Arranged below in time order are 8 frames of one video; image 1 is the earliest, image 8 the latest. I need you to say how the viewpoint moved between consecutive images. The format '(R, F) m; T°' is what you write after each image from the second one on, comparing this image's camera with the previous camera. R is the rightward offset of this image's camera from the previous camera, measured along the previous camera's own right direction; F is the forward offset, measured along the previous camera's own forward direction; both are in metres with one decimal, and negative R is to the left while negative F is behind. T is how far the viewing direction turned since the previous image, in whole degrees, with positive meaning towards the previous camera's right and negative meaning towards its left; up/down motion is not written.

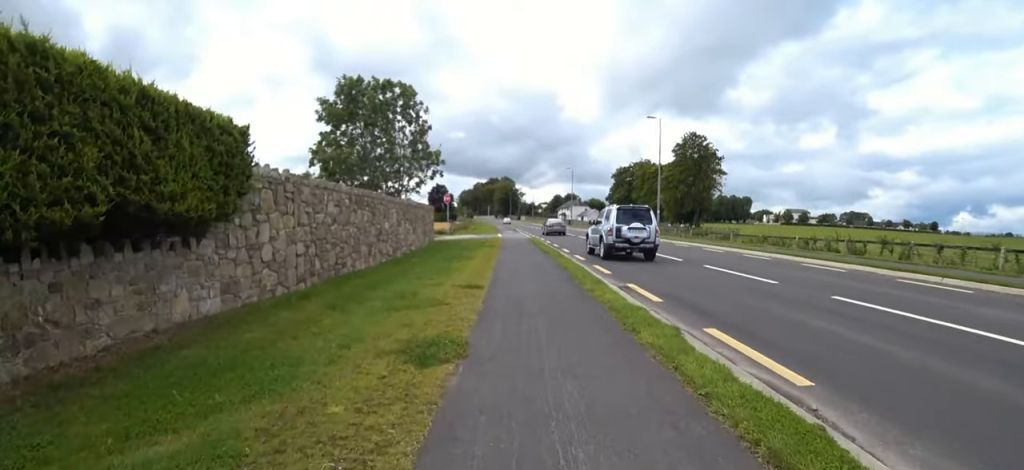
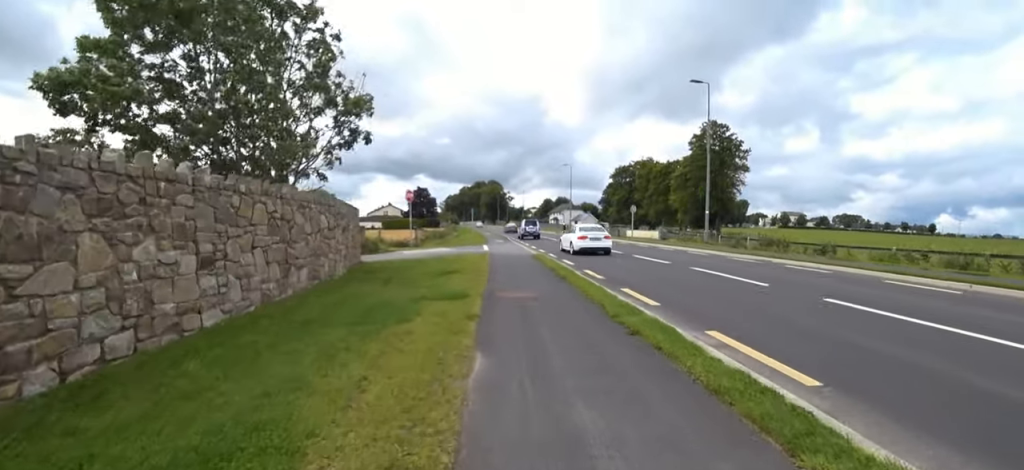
(+0.7, +11.4) m; 0°
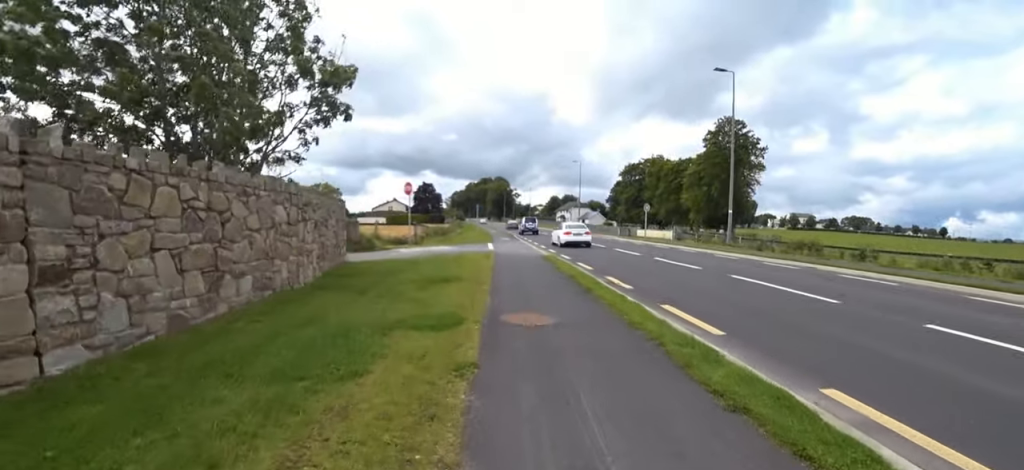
(-0.2, +2.1) m; 0°
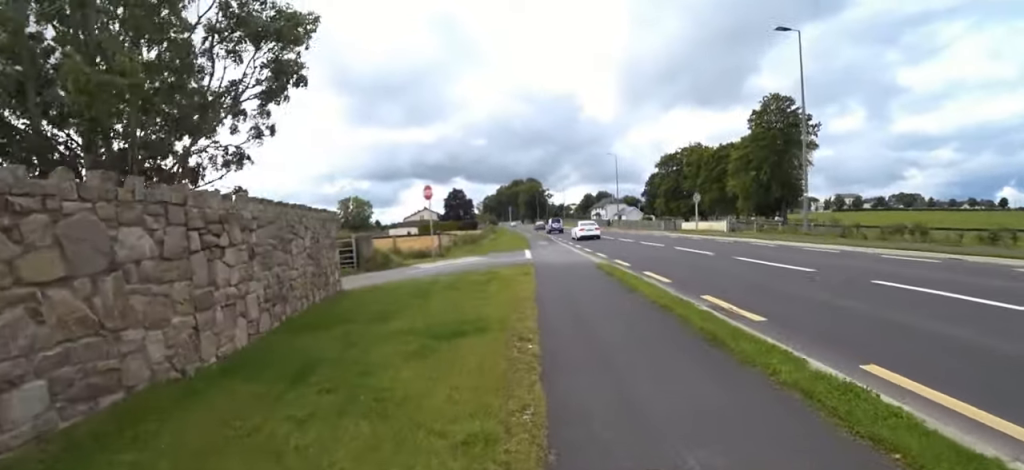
(+0.2, +3.6) m; 0°
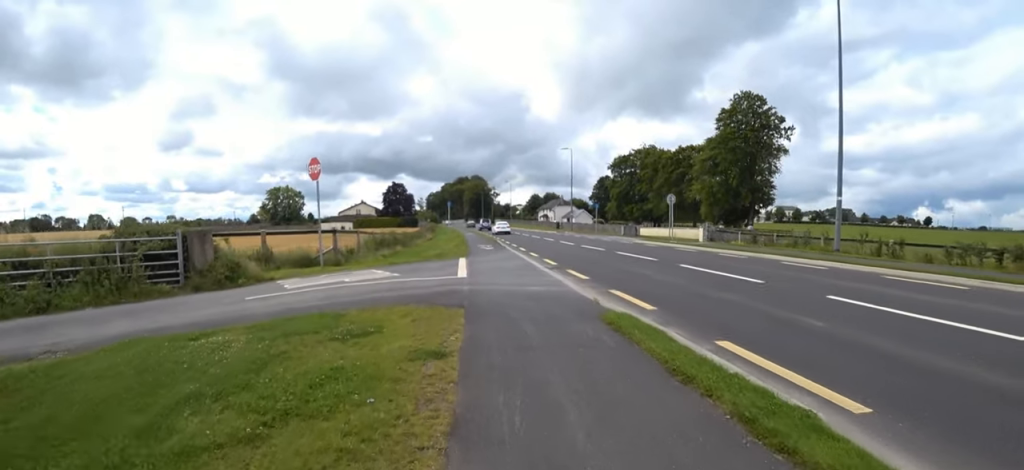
(-0.3, +7.1) m; 0°
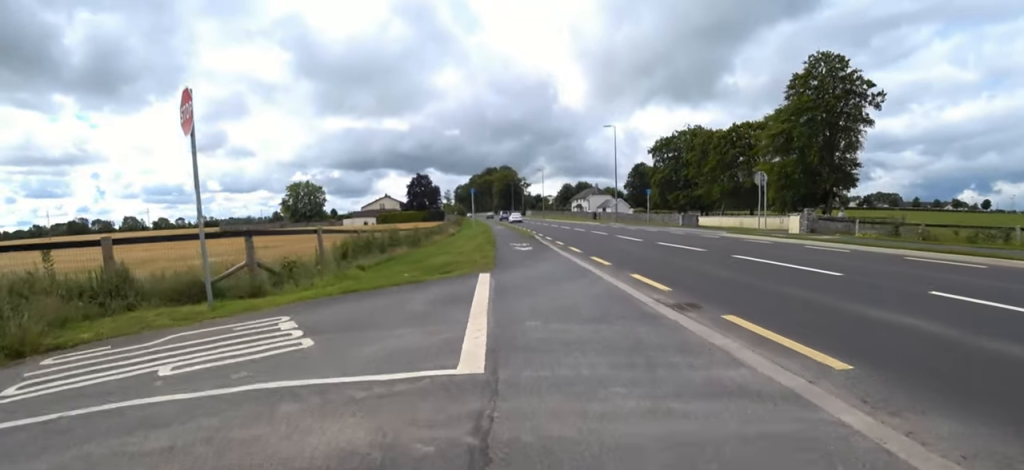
(+0.2, +7.5) m; -2°
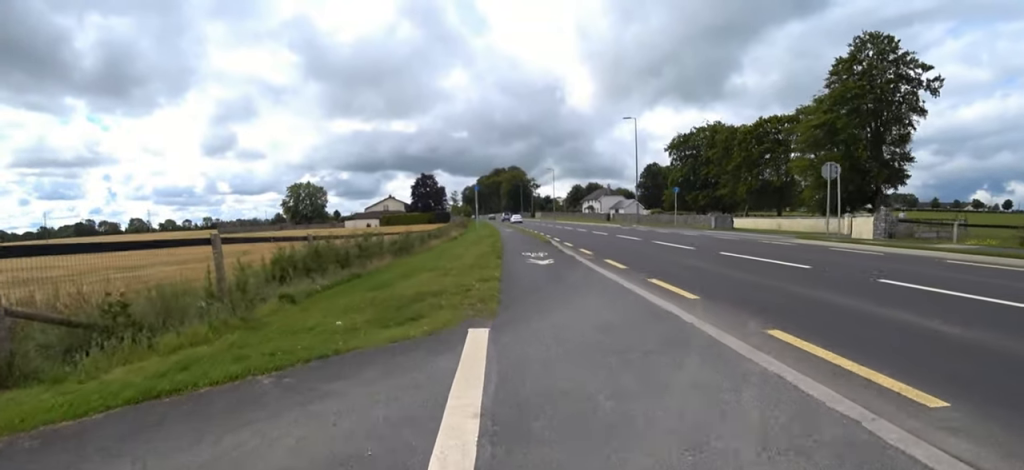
(-0.2, +4.9) m; -1°
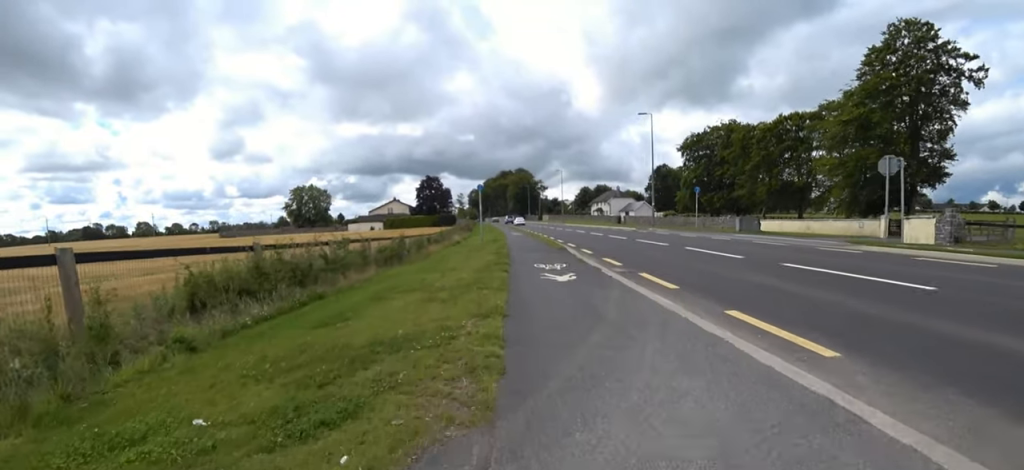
(-0.1, +2.8) m; +3°
